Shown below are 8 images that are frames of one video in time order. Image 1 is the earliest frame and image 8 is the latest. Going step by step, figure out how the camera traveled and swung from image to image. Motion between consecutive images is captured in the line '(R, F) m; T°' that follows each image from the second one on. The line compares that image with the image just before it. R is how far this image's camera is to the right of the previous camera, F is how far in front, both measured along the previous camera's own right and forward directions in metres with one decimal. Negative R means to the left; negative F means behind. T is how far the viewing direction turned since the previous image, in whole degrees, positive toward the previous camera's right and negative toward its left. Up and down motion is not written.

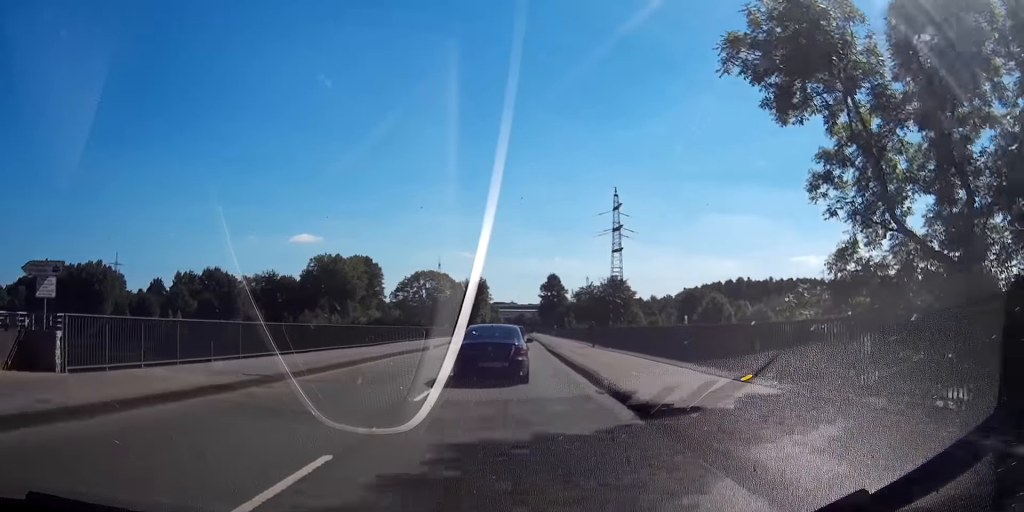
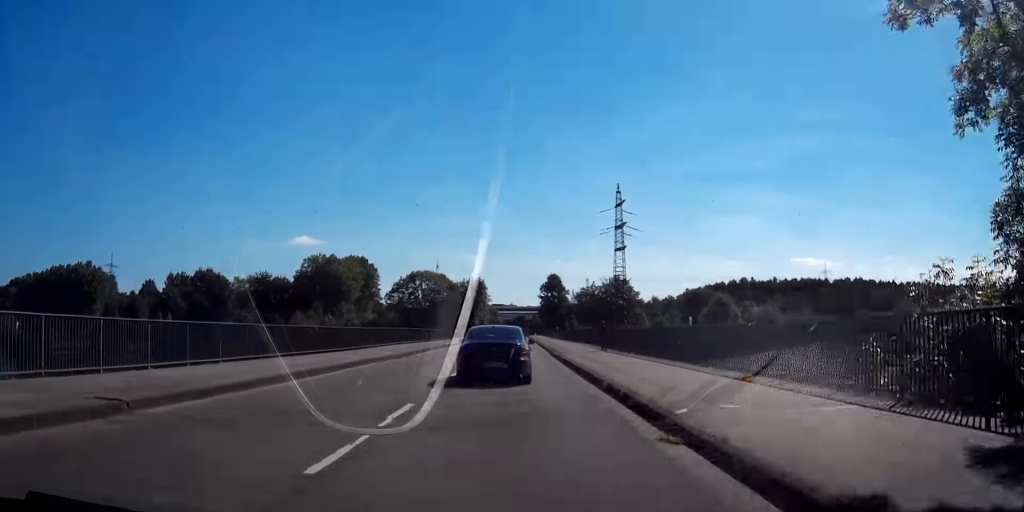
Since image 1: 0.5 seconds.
(0.0, +6.9) m; 0°
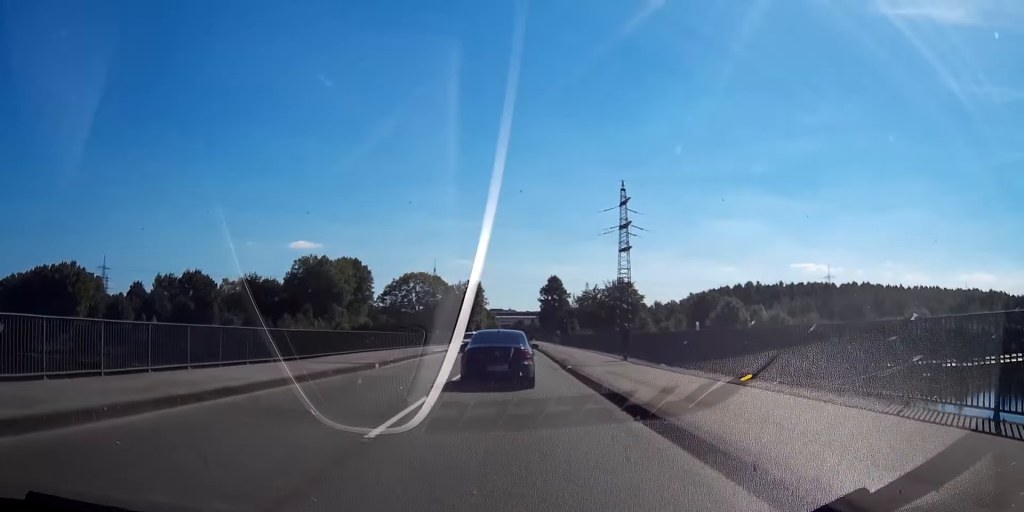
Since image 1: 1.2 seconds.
(0.0, +9.9) m; 0°
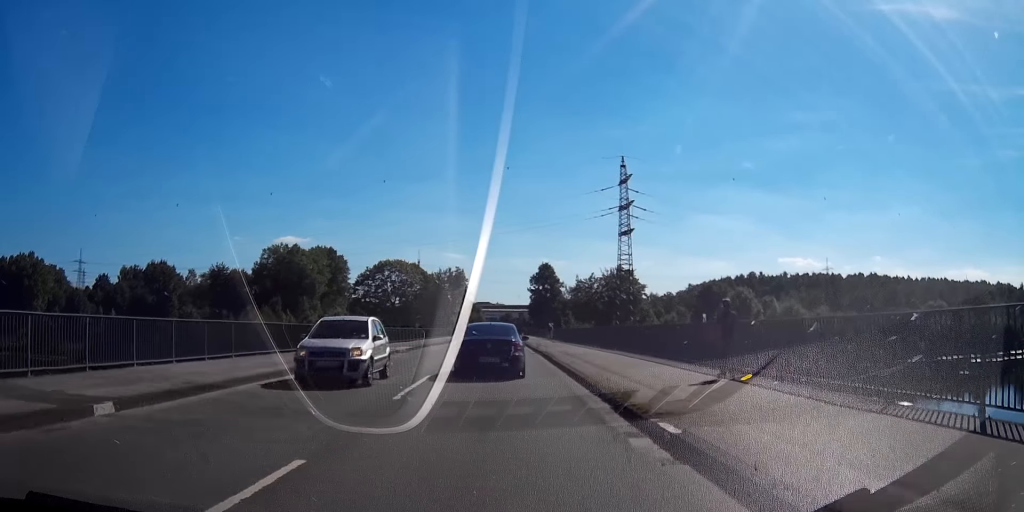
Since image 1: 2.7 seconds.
(-0.4, +20.6) m; -3°
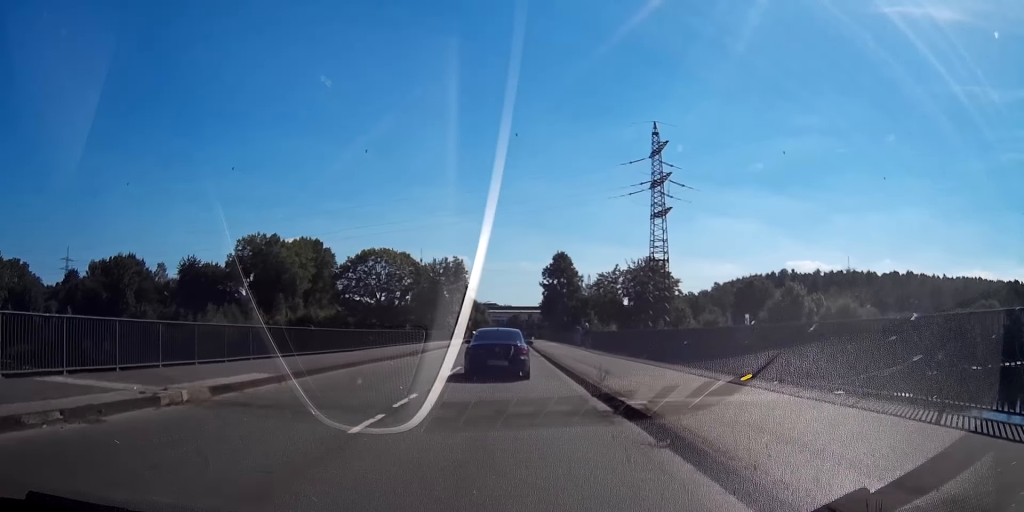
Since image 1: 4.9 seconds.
(-0.1, +30.2) m; 0°
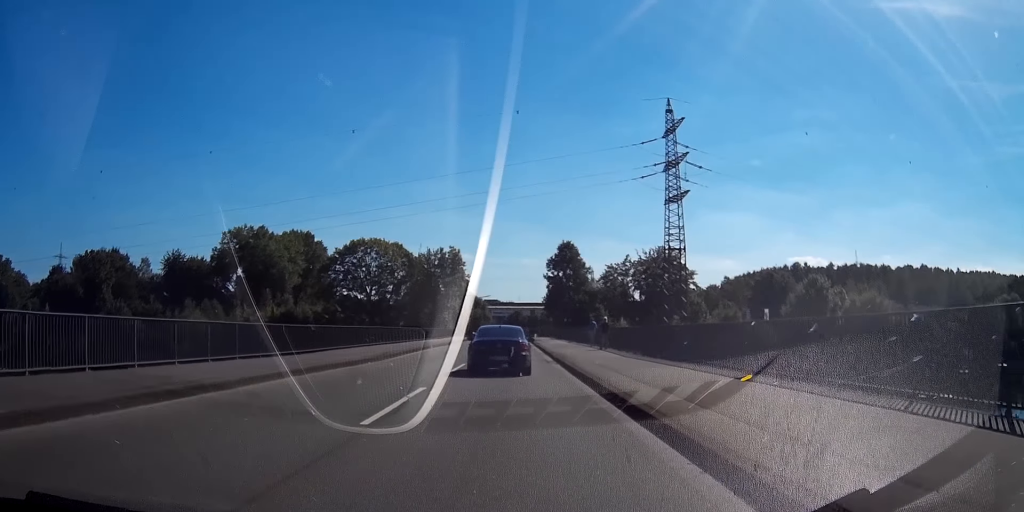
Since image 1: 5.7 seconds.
(0.0, +12.0) m; 0°
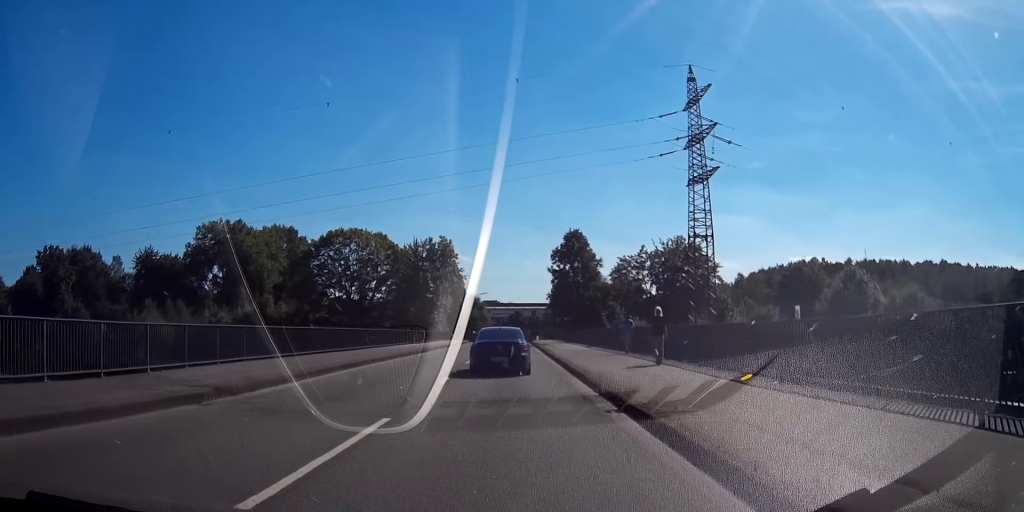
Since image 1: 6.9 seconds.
(0.0, +17.3) m; +1°
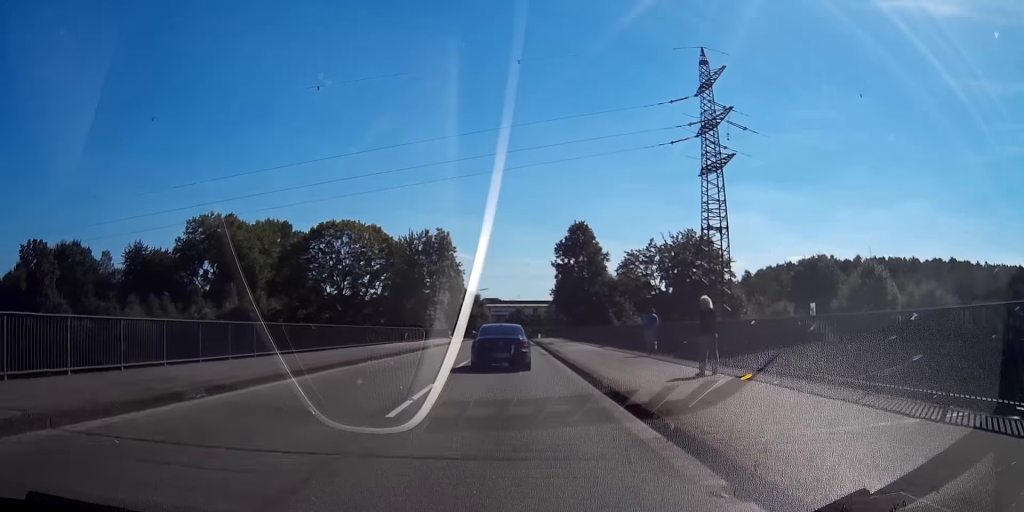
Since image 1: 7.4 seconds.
(0.0, +6.7) m; 0°
